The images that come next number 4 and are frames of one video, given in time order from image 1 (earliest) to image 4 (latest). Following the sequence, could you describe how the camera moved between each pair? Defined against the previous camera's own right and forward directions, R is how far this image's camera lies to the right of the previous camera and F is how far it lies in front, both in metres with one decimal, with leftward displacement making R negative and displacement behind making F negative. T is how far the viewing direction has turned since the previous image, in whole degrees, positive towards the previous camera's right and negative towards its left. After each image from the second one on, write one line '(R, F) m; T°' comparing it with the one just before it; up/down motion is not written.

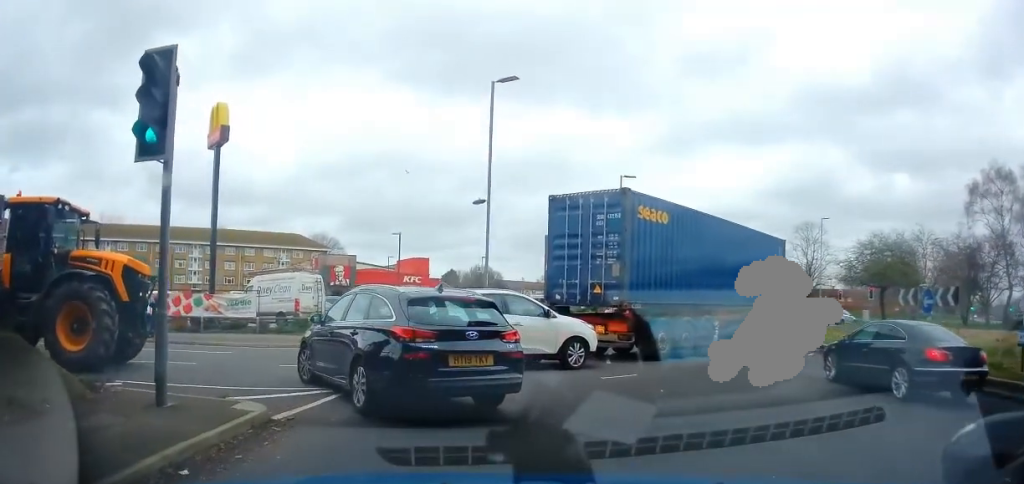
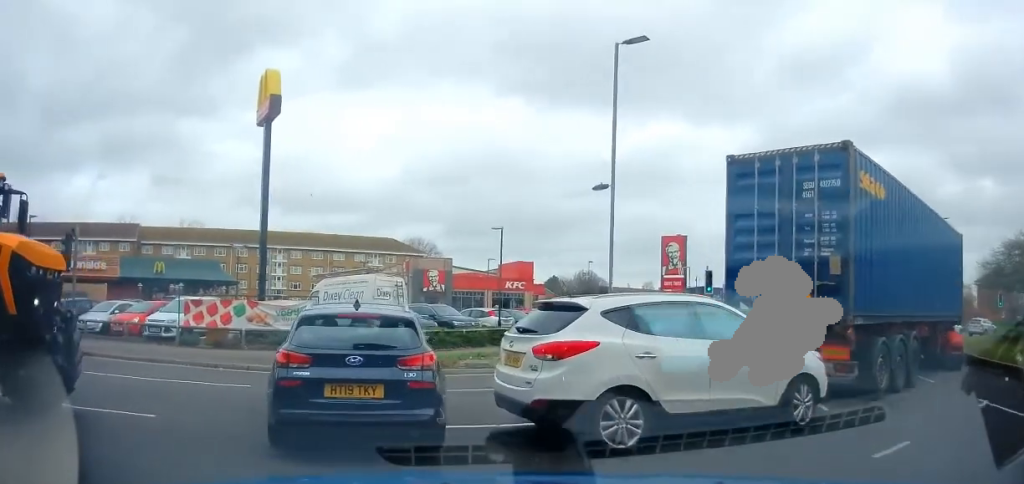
(-0.4, +4.6) m; -15°
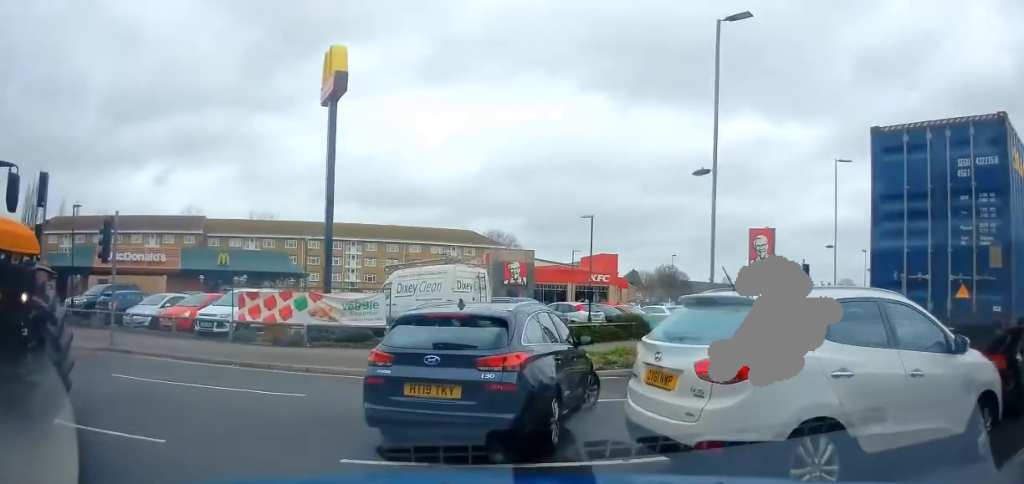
(0.0, +1.9) m; -1°
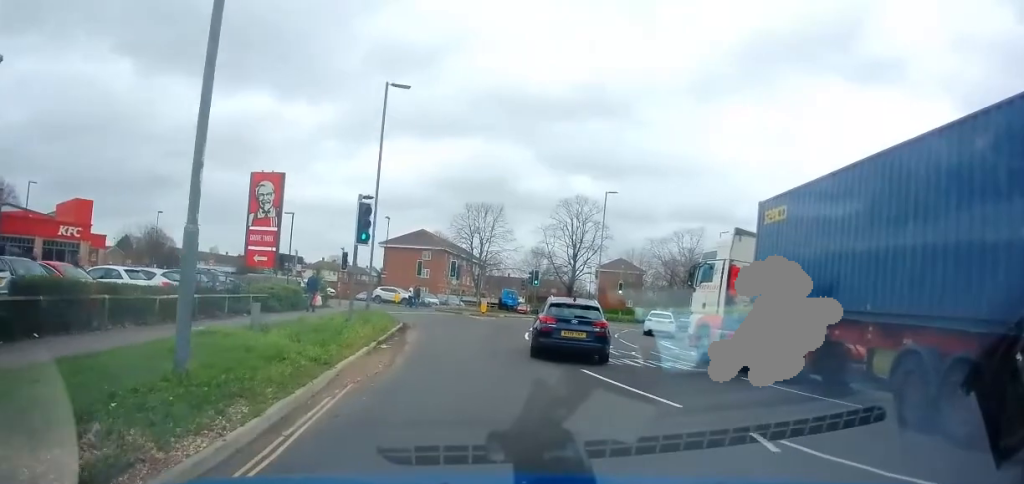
(+4.8, +11.3) m; +50°
